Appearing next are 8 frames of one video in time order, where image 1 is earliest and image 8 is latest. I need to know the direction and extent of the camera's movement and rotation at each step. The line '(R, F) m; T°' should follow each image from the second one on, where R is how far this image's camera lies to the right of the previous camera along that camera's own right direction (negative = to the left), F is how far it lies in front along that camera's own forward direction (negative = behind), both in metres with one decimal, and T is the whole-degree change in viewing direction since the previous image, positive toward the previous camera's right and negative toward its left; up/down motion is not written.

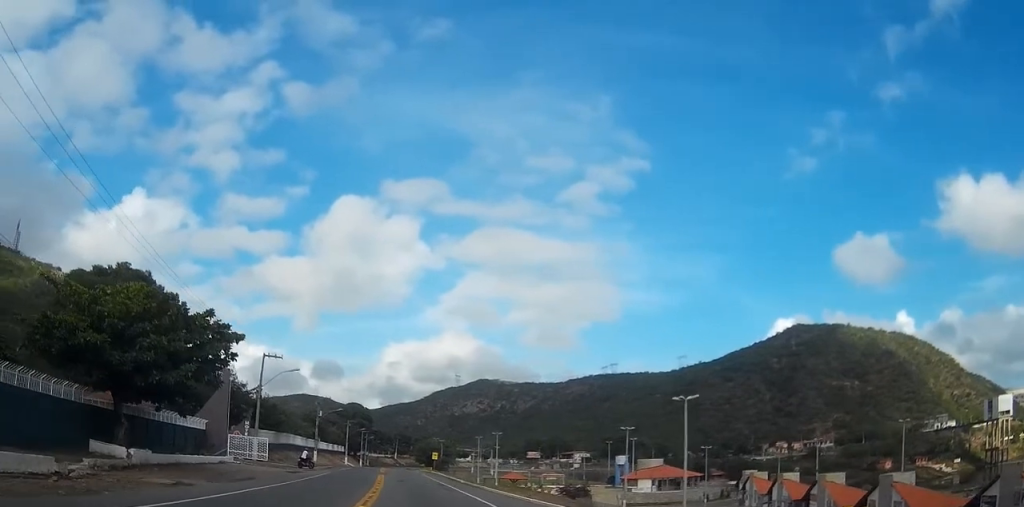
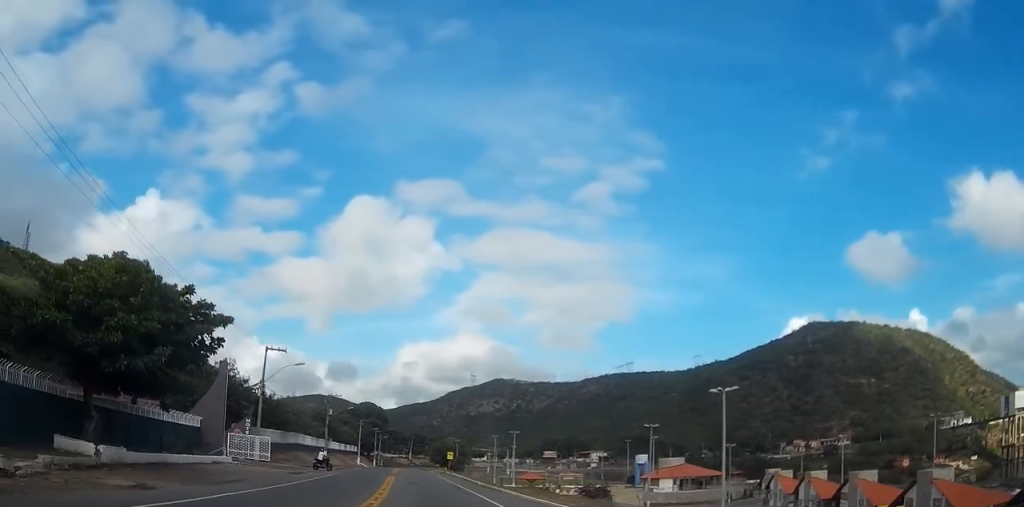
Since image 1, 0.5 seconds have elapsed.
(0.0, +4.3) m; 0°
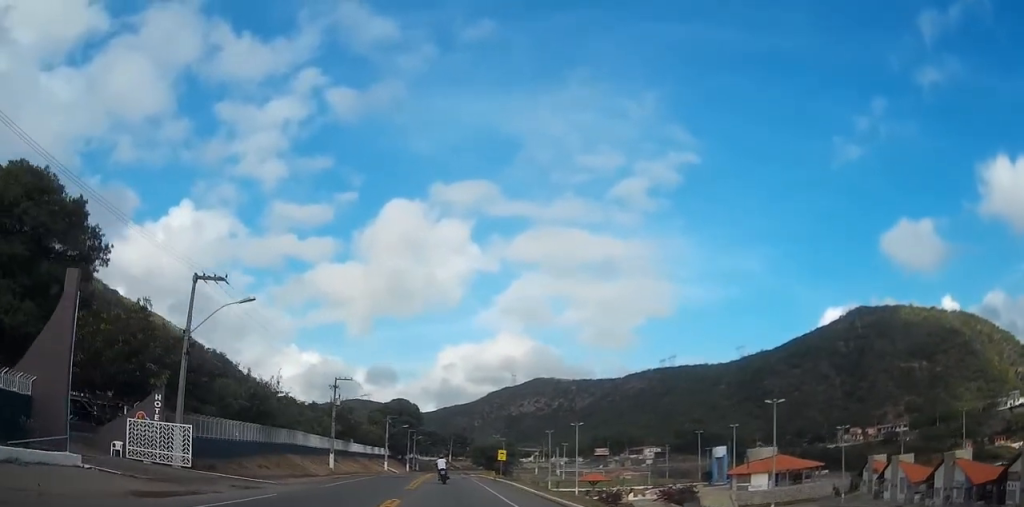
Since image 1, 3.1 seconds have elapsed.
(0.0, +25.0) m; 0°
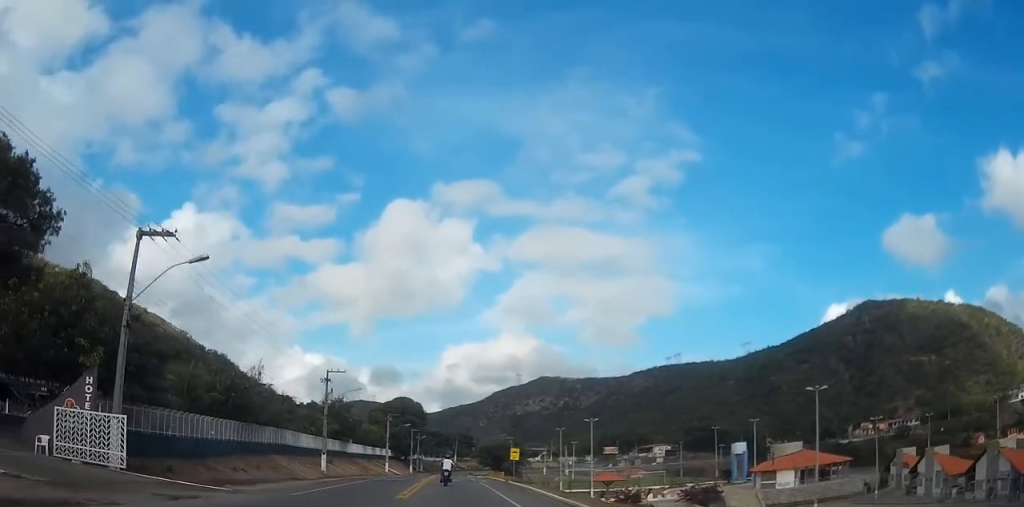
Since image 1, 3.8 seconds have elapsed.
(0.0, +7.3) m; 0°
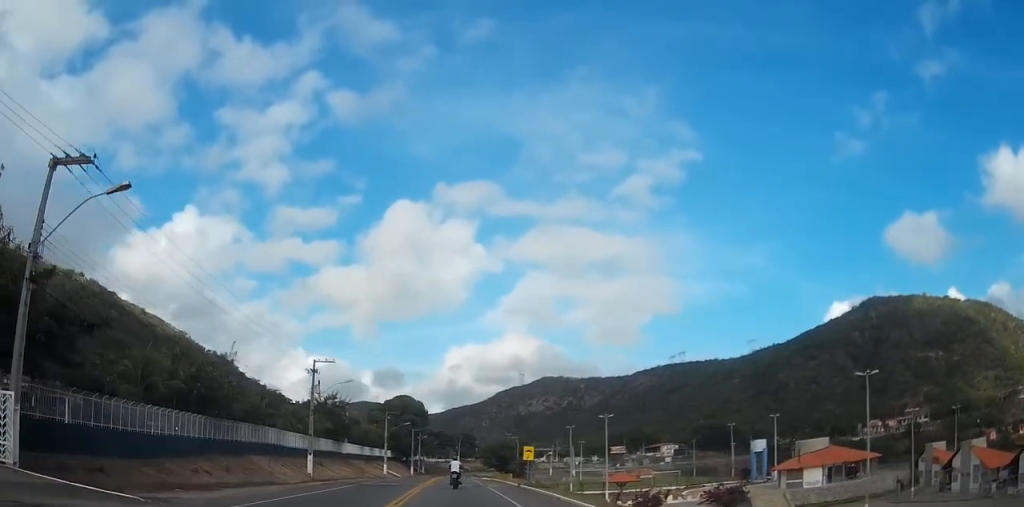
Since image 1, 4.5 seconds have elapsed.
(0.0, +7.5) m; 0°
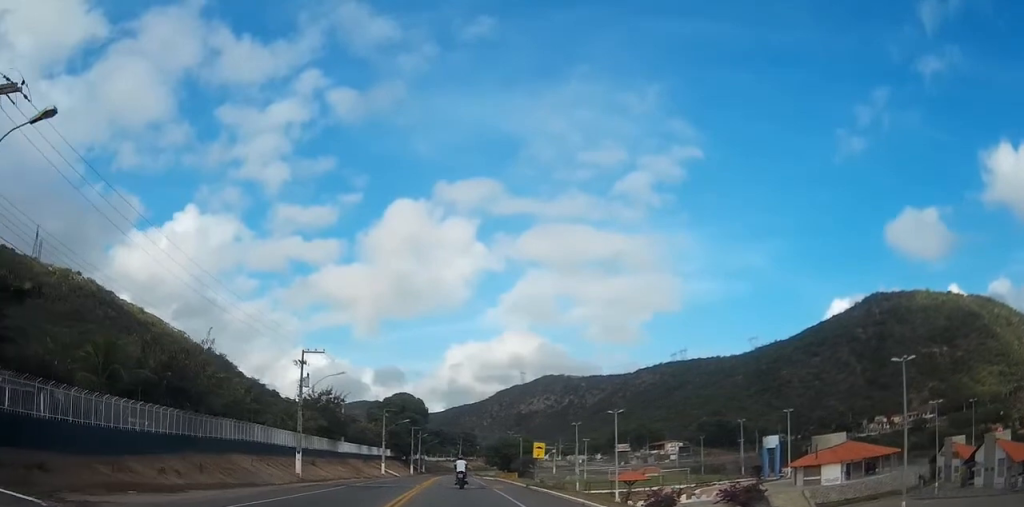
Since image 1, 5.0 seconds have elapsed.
(0.0, +4.6) m; 0°
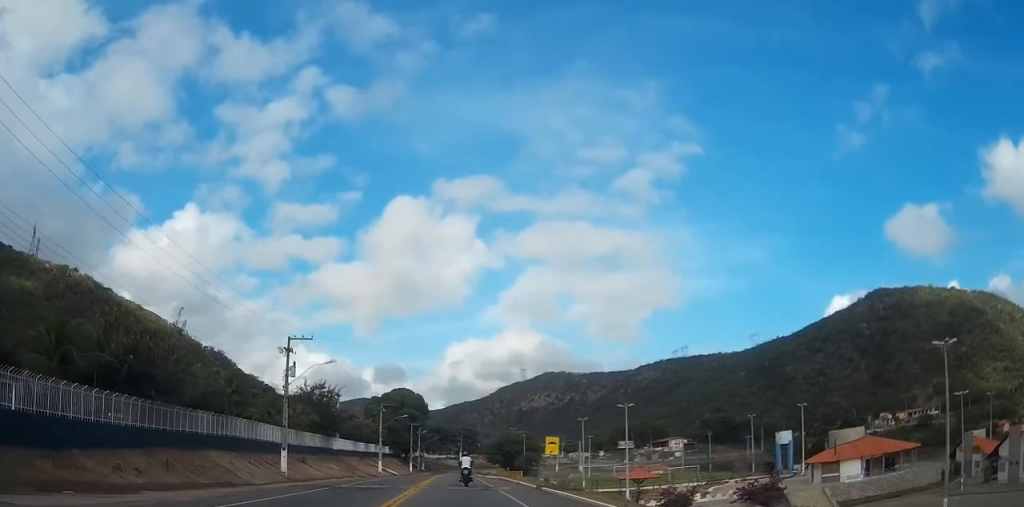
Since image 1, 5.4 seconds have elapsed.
(0.0, +4.6) m; 0°
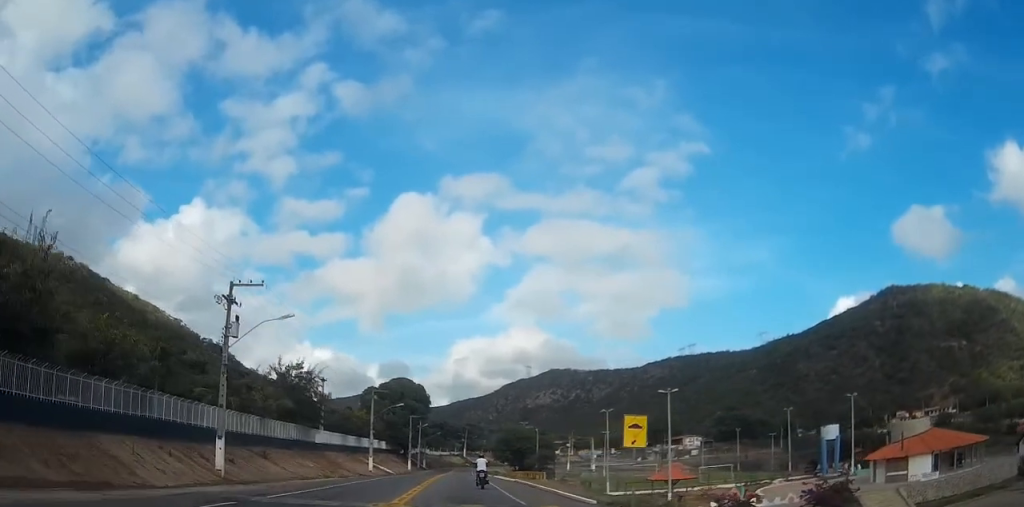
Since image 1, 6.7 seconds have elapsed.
(0.0, +13.0) m; 0°
